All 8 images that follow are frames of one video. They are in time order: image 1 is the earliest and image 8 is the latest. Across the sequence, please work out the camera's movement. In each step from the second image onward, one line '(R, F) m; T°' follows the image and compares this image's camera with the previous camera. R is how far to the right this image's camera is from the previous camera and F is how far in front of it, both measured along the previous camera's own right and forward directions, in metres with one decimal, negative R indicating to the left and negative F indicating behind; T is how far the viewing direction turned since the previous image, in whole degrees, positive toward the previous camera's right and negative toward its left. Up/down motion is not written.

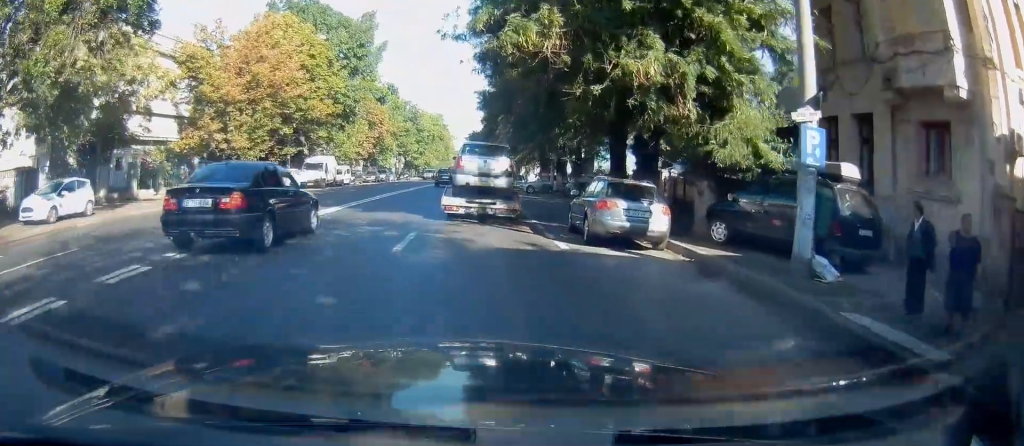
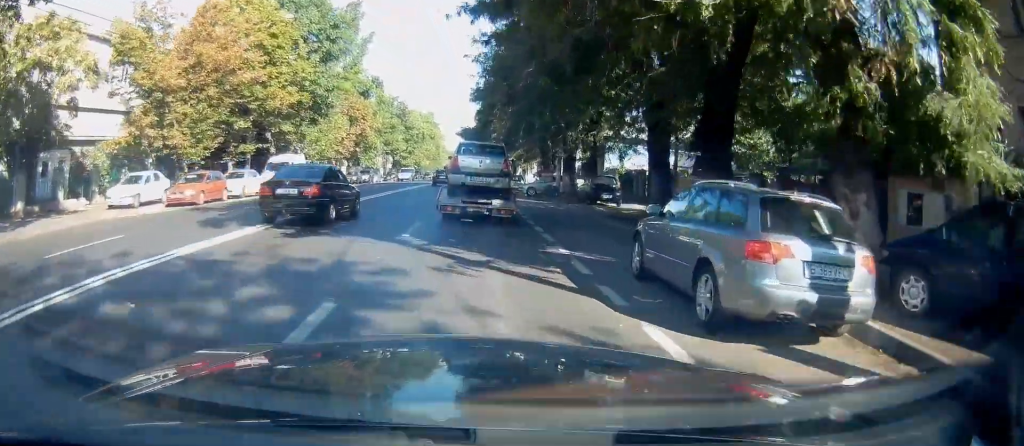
(0.0, +7.0) m; +4°
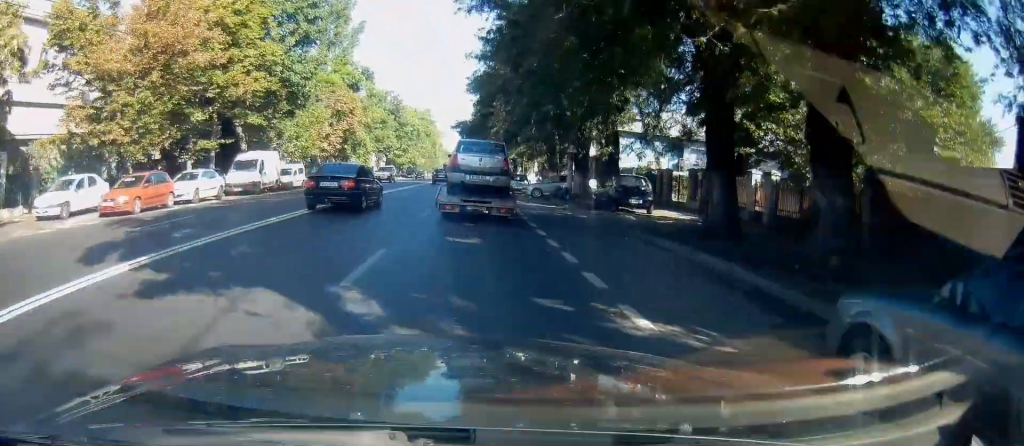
(0.0, +5.3) m; +3°
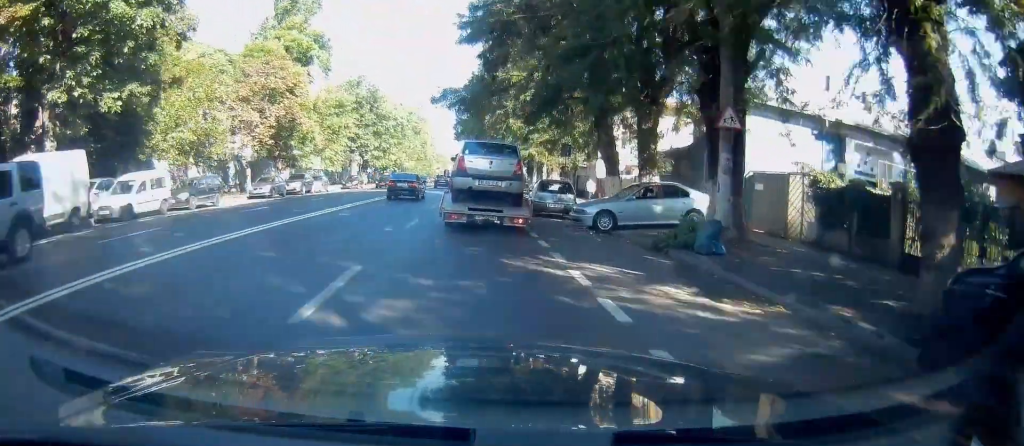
(+0.5, +19.9) m; -4°
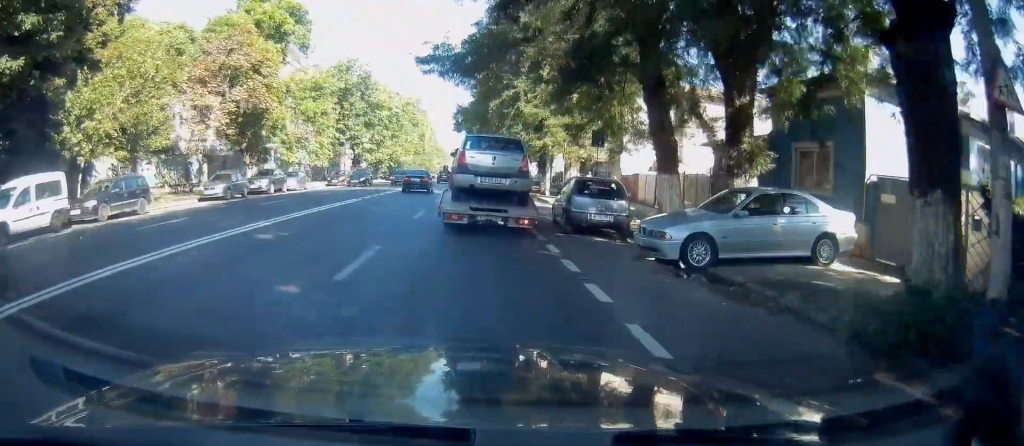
(-0.4, +7.3) m; -1°
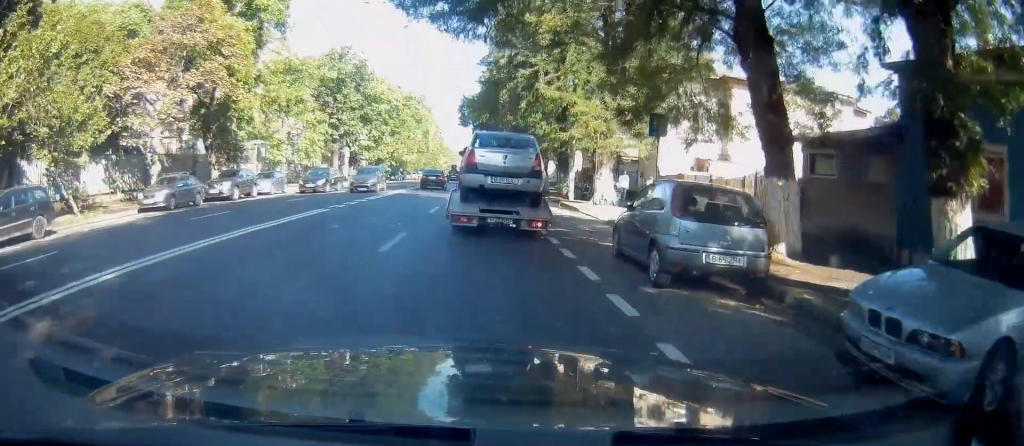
(+0.2, +7.0) m; +2°
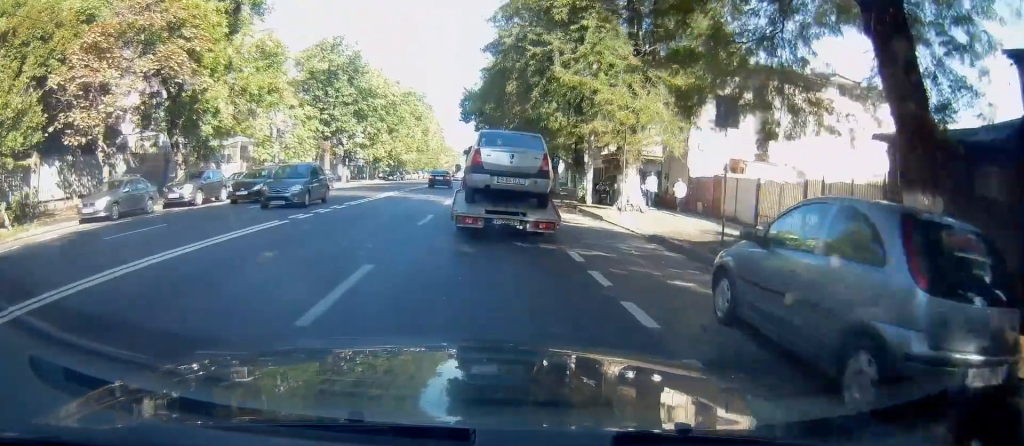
(+0.1, +4.7) m; +1°
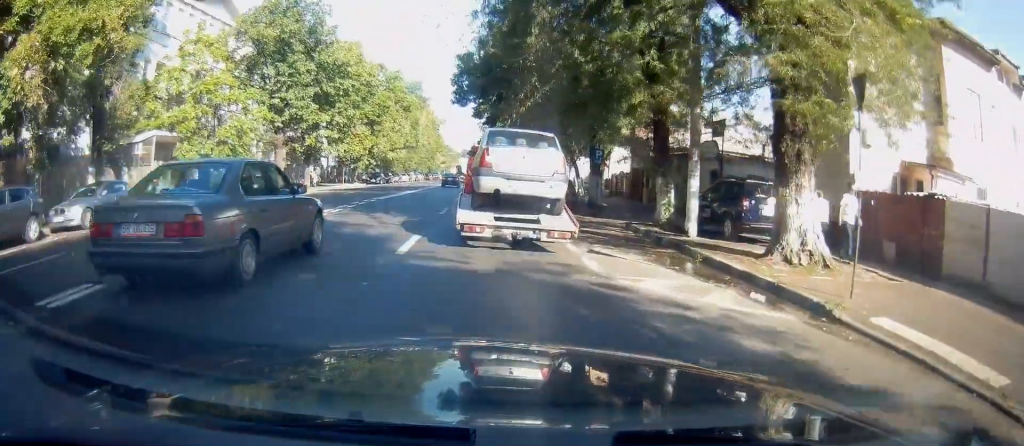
(+0.1, +14.4) m; -1°
